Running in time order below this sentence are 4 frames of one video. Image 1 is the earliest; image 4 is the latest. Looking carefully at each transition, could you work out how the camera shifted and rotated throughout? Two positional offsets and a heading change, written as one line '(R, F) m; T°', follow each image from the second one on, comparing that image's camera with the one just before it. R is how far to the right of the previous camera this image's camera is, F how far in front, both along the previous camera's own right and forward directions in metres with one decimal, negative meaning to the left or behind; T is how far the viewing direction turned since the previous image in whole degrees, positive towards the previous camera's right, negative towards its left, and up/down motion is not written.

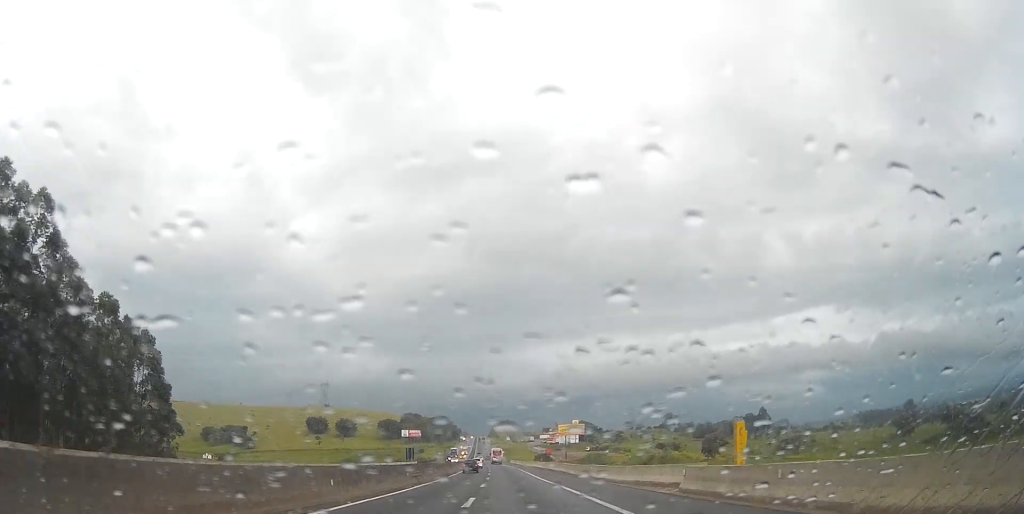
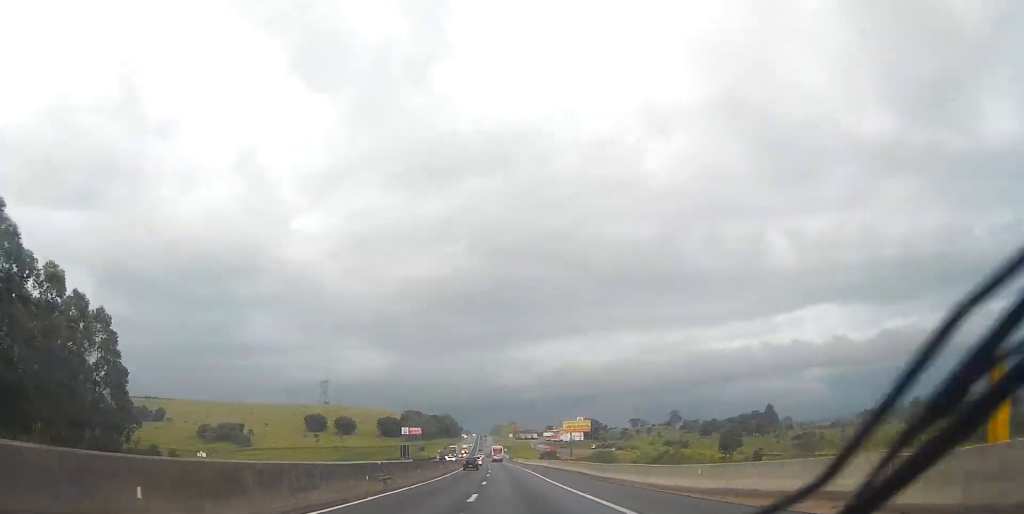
(0.0, +14.4) m; 0°
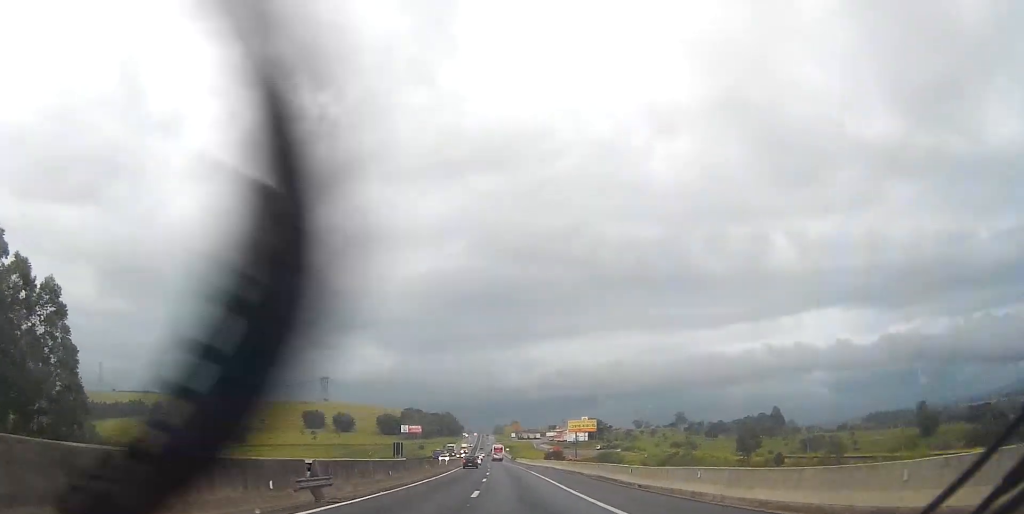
(0.0, +13.6) m; 0°
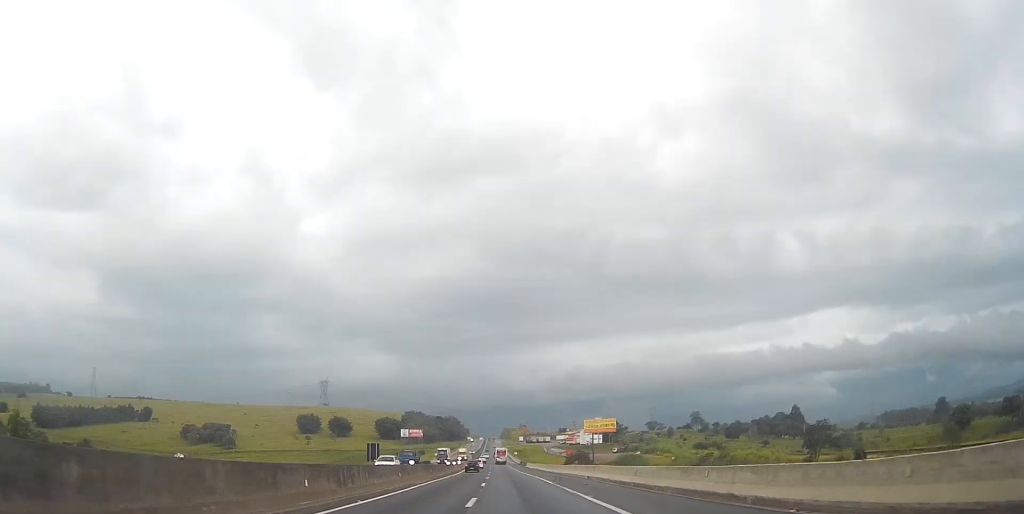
(-0.3, +37.3) m; -1°
